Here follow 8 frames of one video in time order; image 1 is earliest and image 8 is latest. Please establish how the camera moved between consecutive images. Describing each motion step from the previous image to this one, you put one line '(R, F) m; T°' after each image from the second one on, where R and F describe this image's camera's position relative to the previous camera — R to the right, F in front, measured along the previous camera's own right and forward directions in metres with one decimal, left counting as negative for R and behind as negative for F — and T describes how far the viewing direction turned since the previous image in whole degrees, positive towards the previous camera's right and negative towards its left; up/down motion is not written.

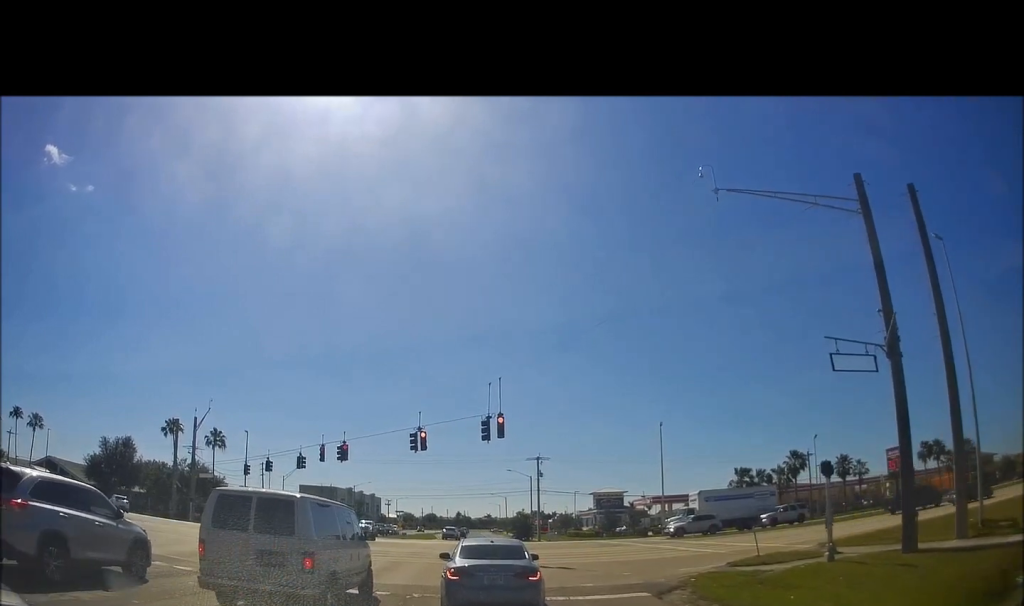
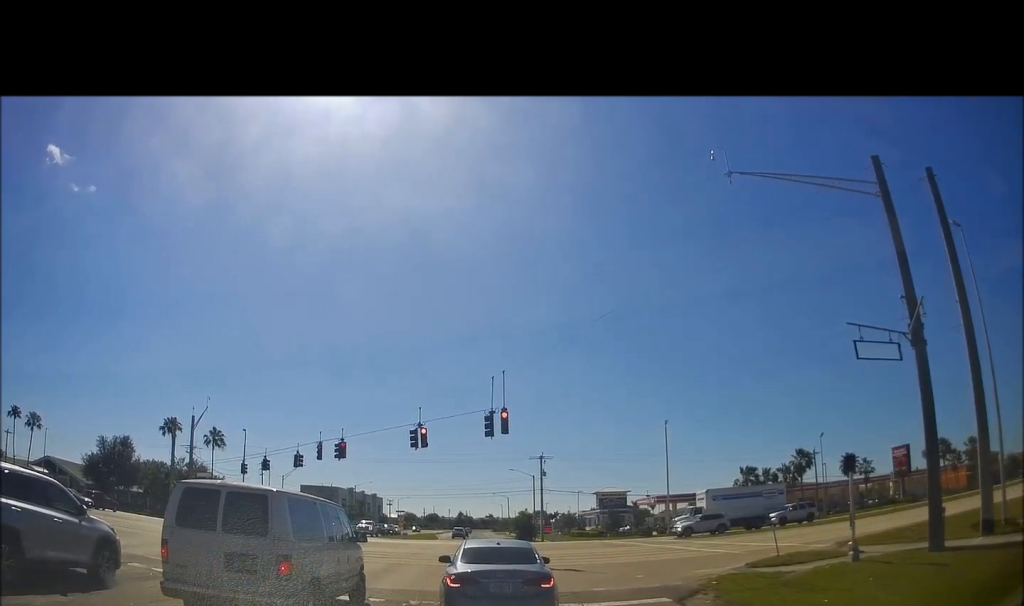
(-0.4, +1.5) m; 0°
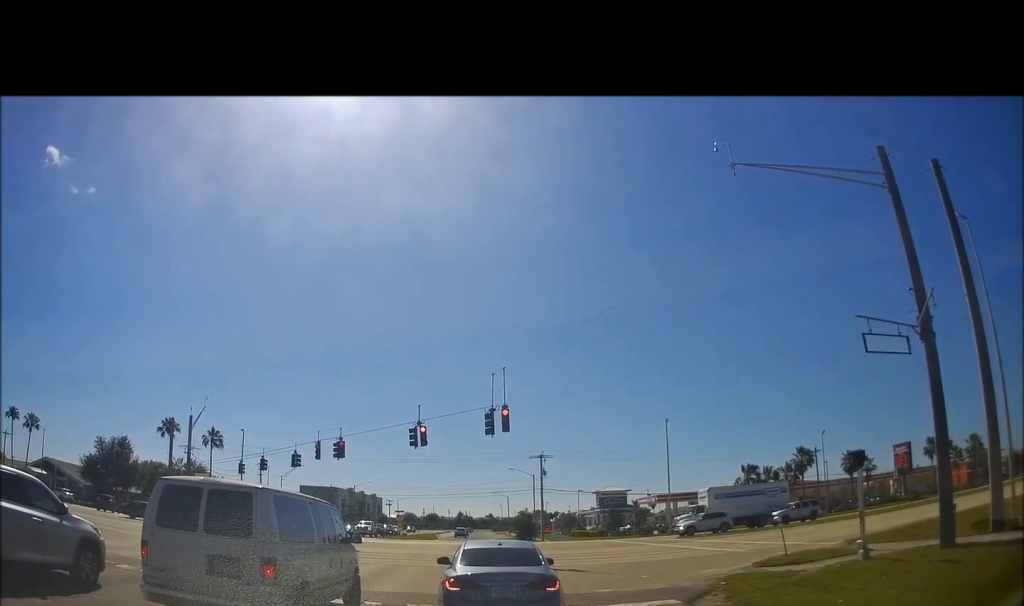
(-0.3, +0.3) m; 0°
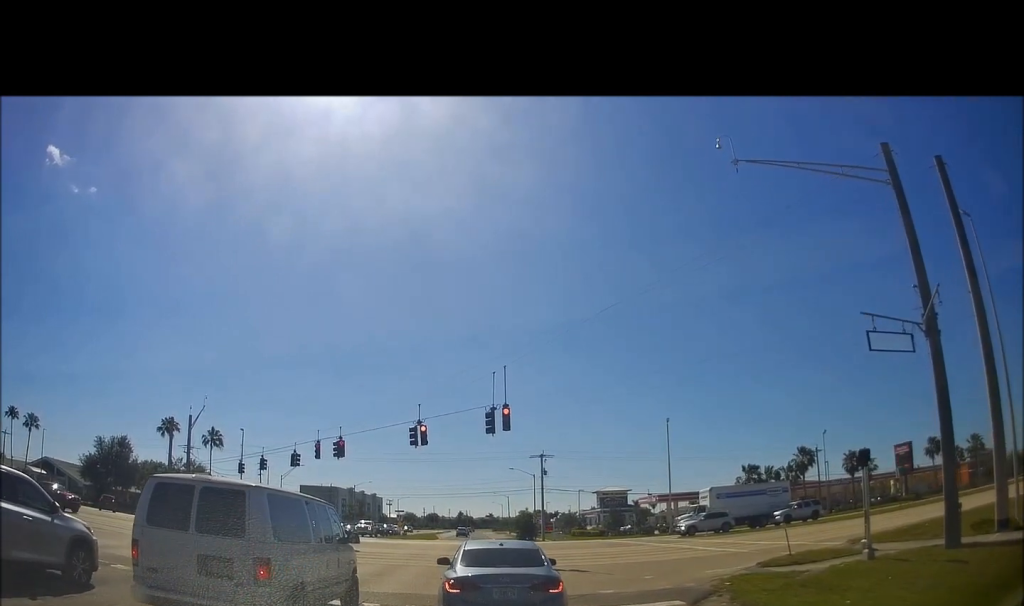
(0.0, +0.1) m; 0°
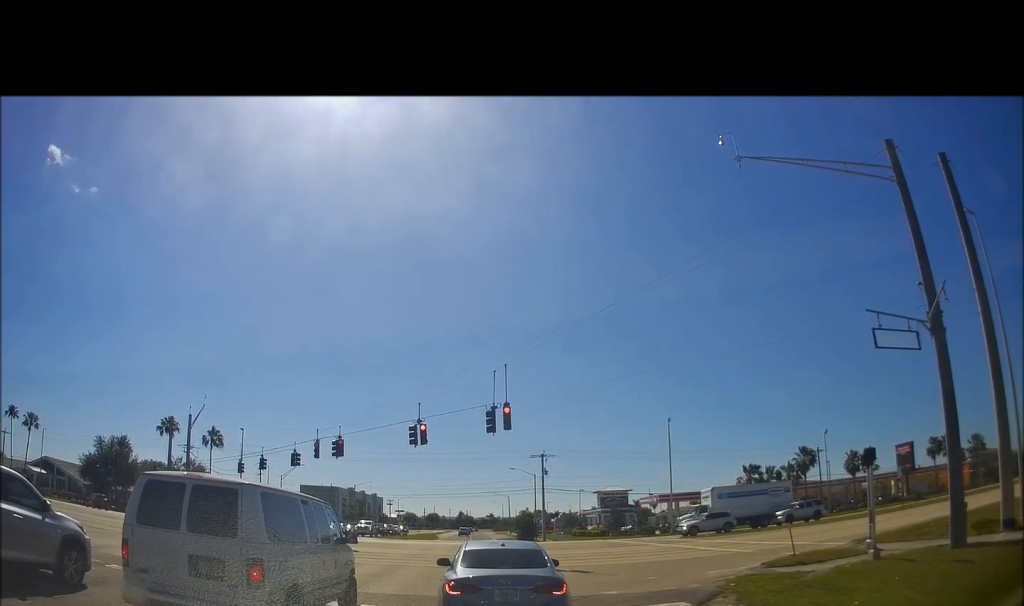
(0.0, 0.0) m; 0°
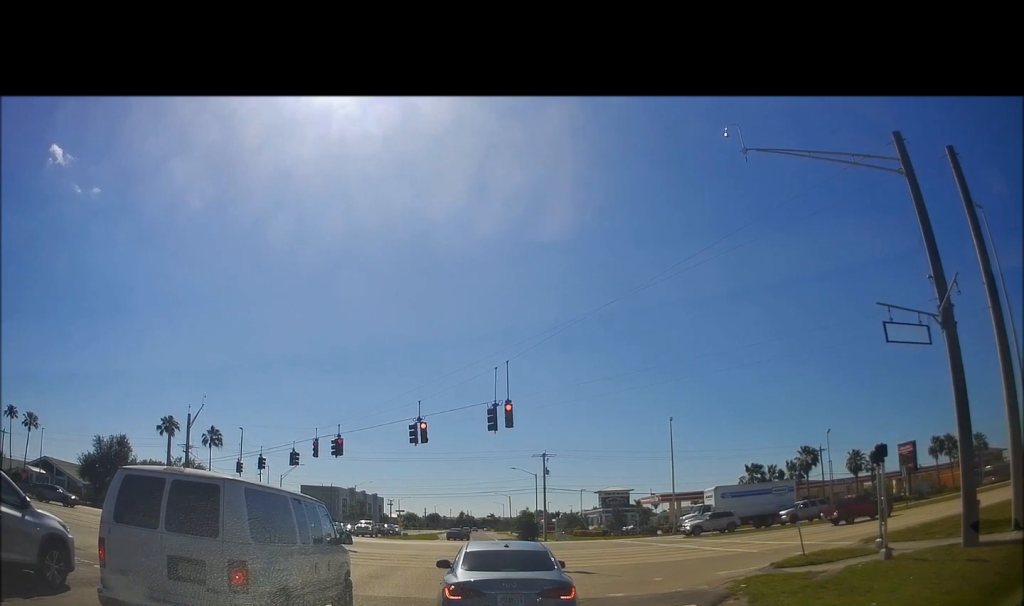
(+0.4, +0.5) m; 0°
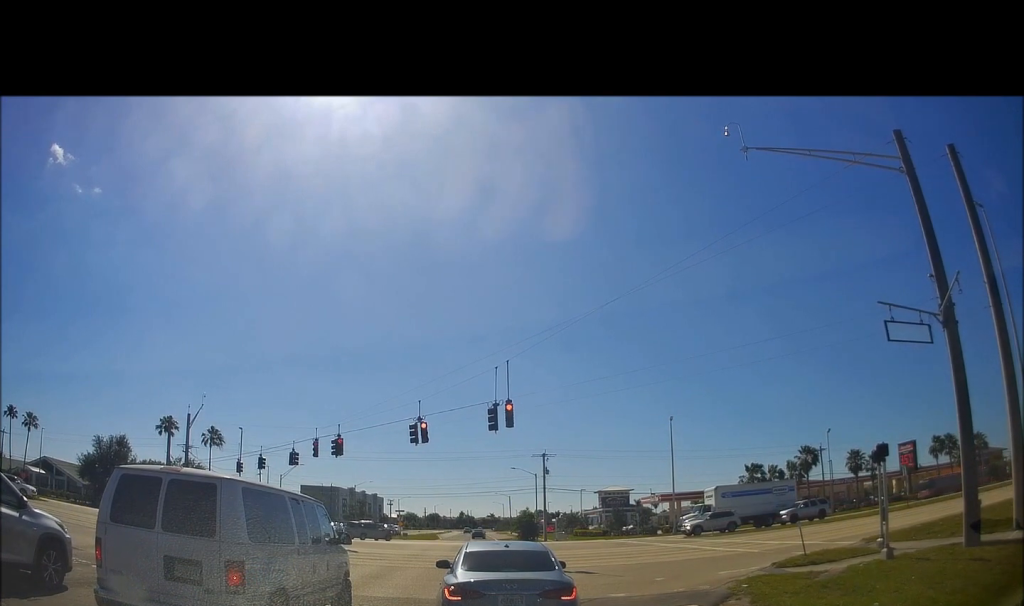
(0.0, 0.0) m; 0°
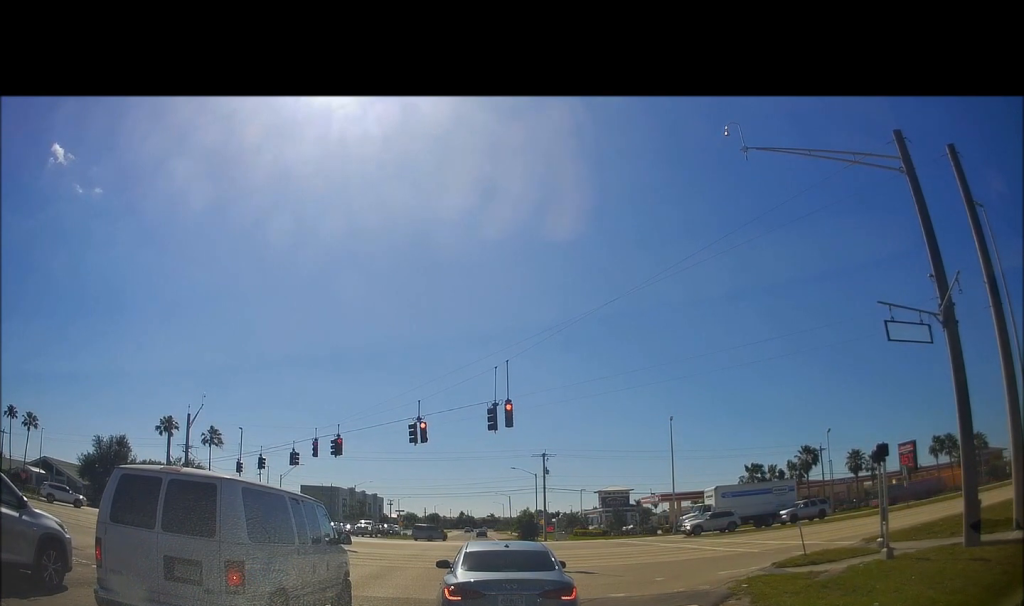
(0.0, 0.0) m; 0°
